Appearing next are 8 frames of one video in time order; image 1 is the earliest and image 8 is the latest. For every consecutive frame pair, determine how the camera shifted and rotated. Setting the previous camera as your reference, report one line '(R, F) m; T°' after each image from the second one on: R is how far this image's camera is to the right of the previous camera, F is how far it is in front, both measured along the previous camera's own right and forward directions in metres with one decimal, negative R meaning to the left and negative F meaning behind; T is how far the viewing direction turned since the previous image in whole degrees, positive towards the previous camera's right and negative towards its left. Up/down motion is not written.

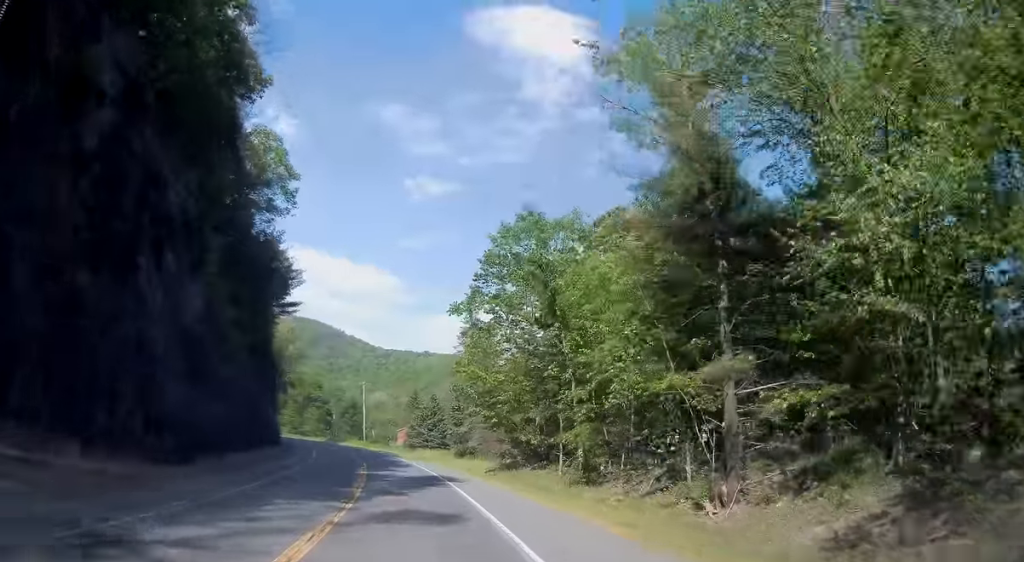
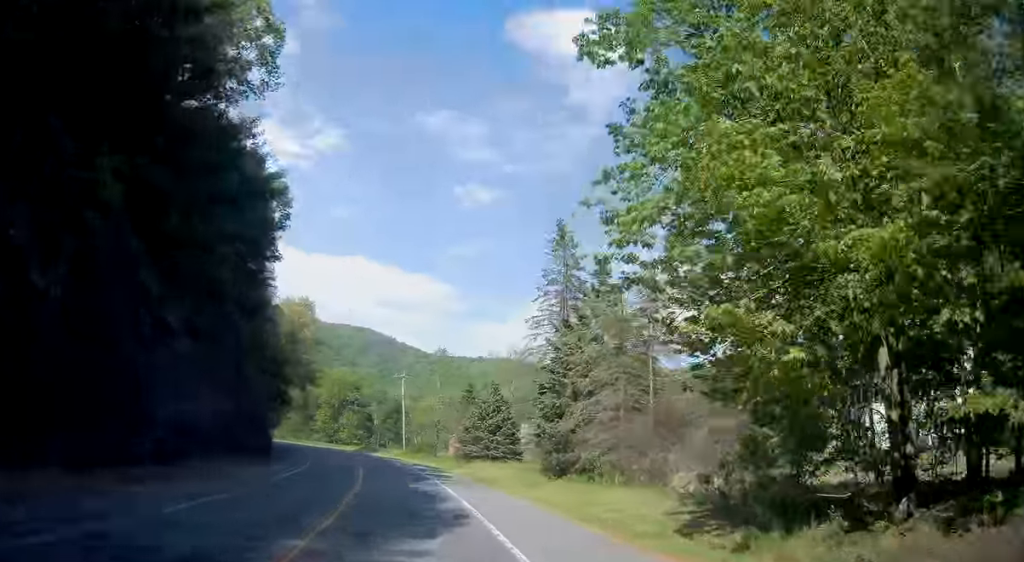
(-1.3, +26.1) m; -5°
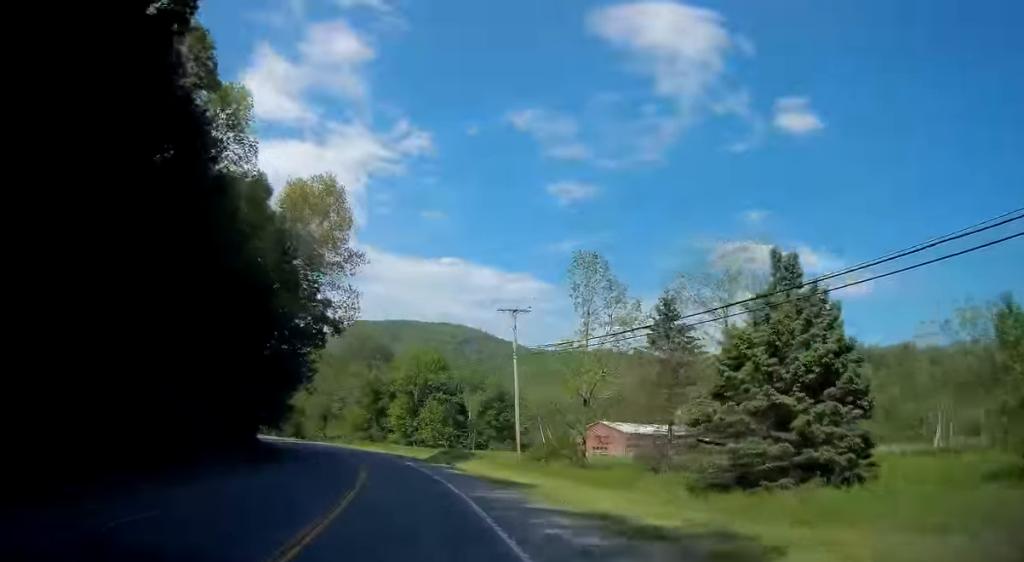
(-3.0, +43.6) m; -9°
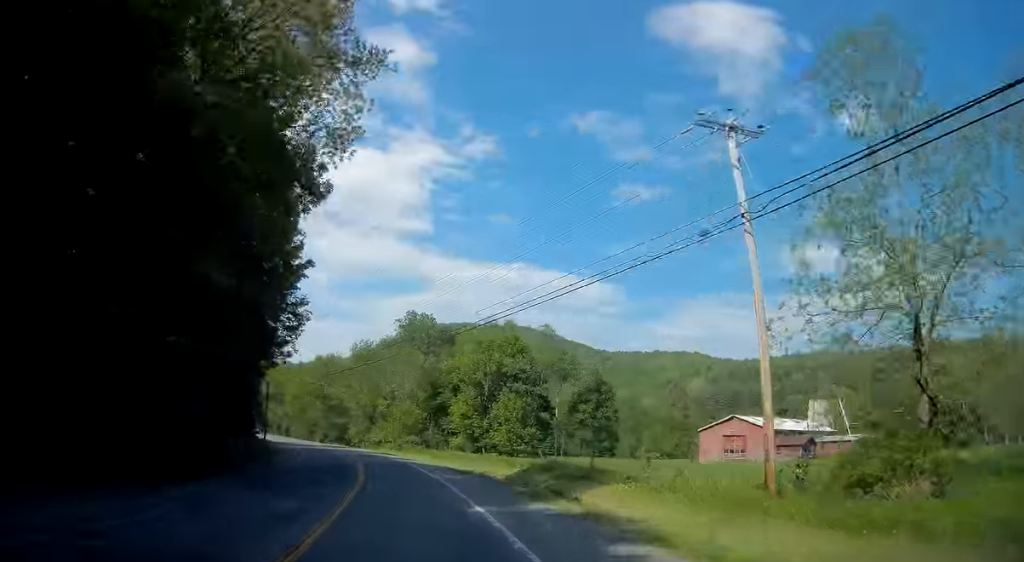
(-1.7, +27.8) m; -7°
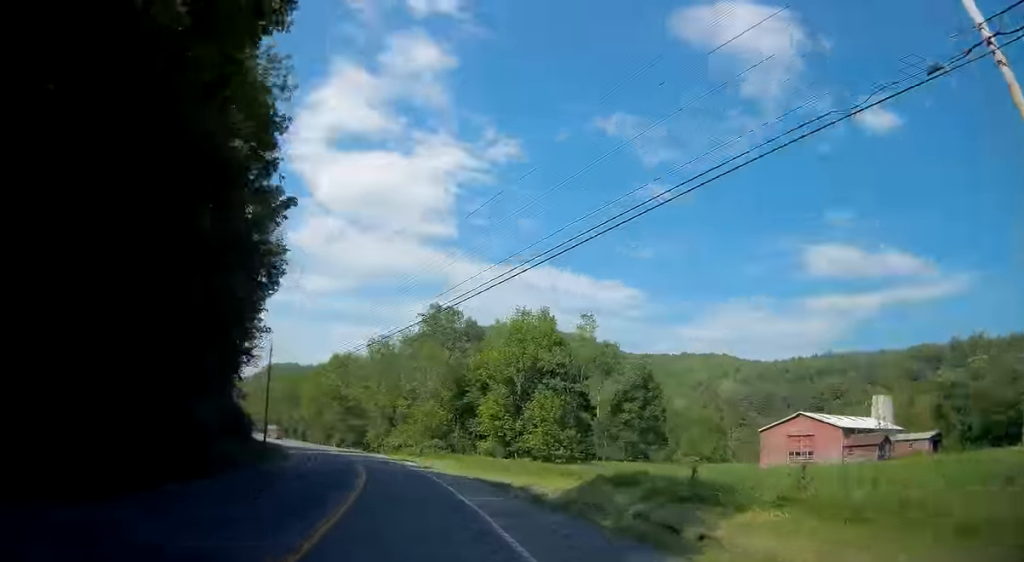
(0.0, +10.2) m; -2°
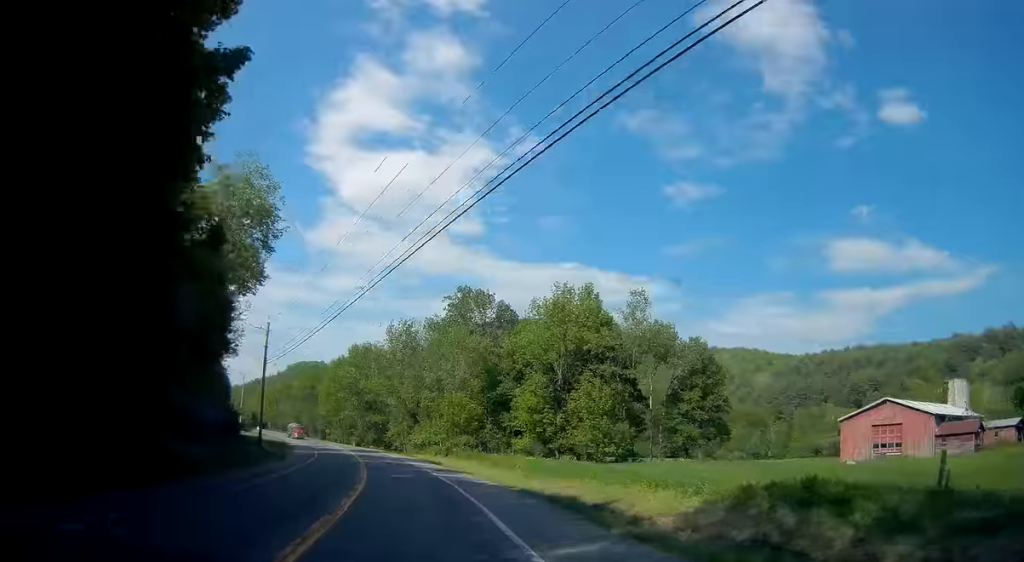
(-0.4, +11.1) m; -3°
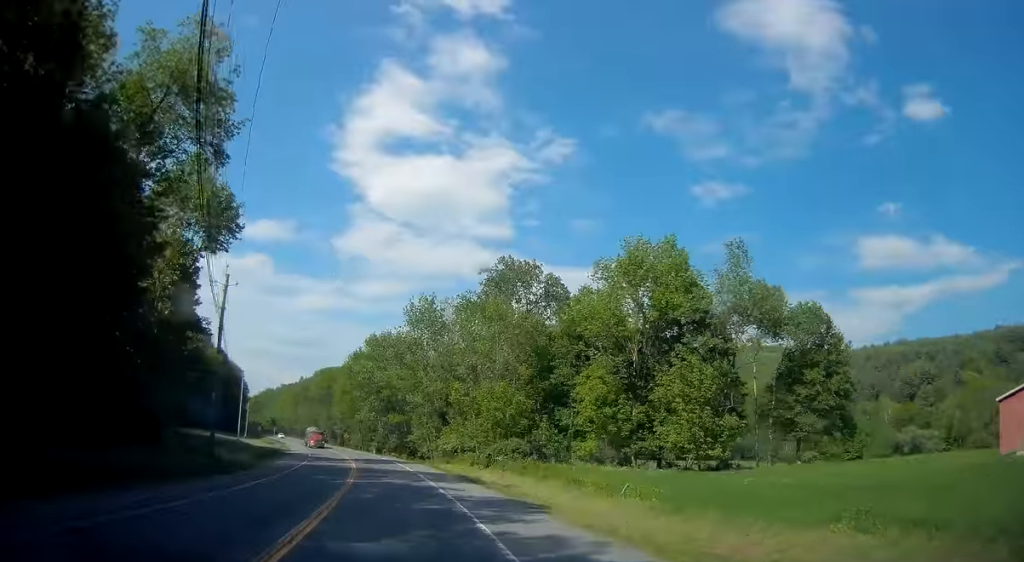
(-0.5, +18.9) m; -4°
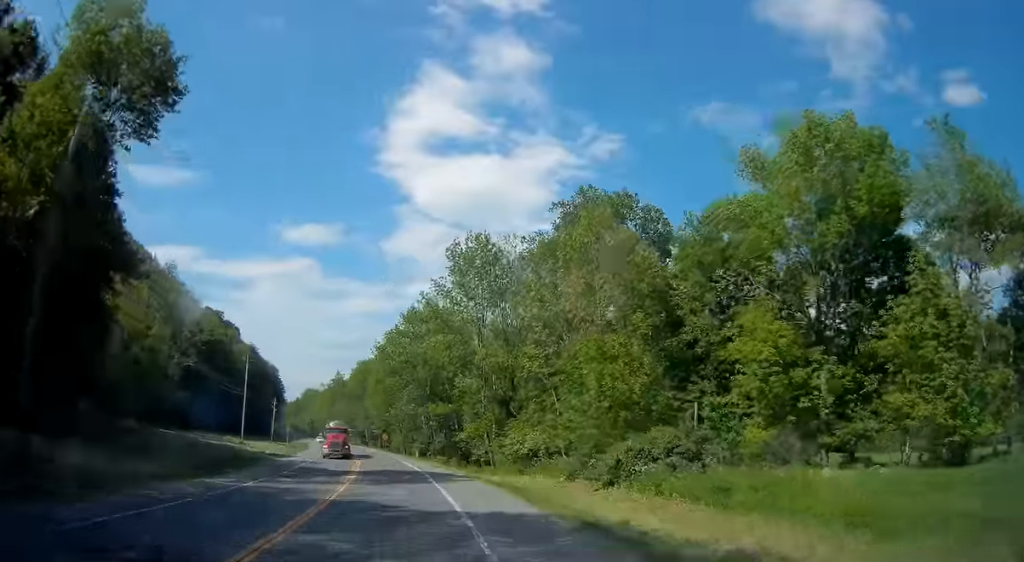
(-1.1, +23.2) m; -4°
